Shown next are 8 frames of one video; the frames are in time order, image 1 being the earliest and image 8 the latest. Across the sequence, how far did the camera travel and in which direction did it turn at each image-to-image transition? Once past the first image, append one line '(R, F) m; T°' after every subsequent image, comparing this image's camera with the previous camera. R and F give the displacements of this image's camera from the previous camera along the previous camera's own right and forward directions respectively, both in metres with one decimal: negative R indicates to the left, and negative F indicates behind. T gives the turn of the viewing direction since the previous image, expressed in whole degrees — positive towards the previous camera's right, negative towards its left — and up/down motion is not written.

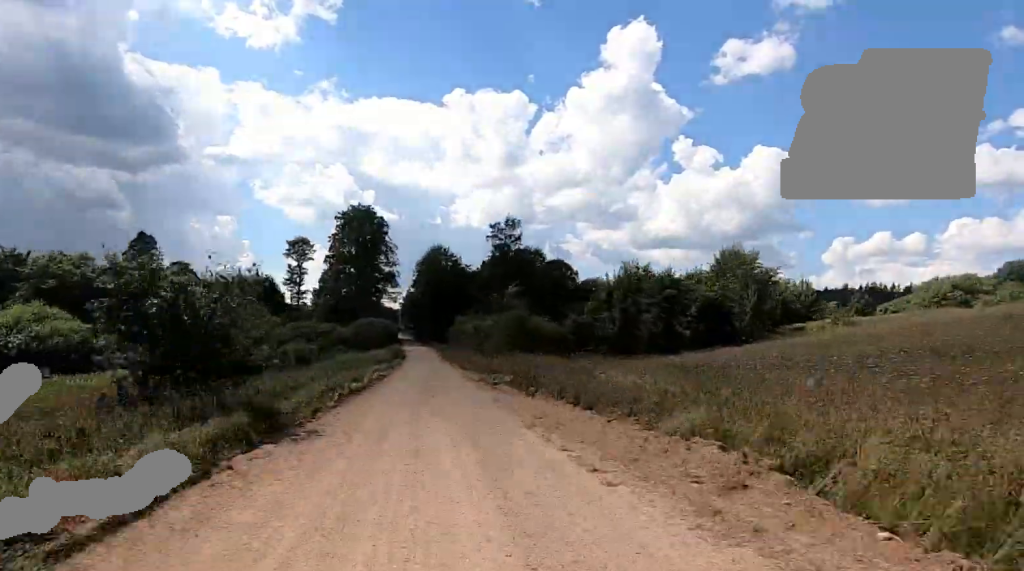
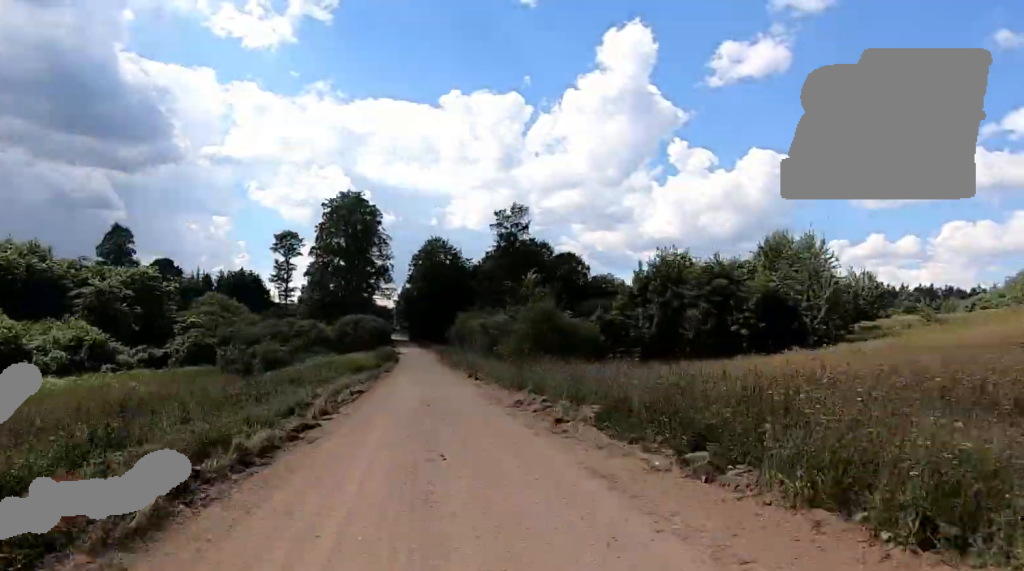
(-0.5, +11.2) m; +1°
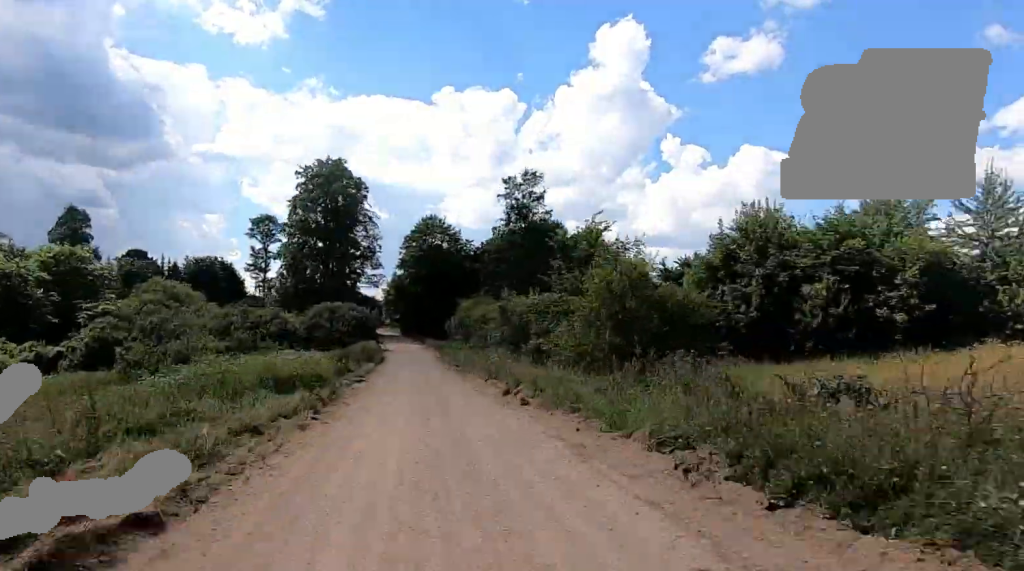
(+1.0, +16.0) m; 0°
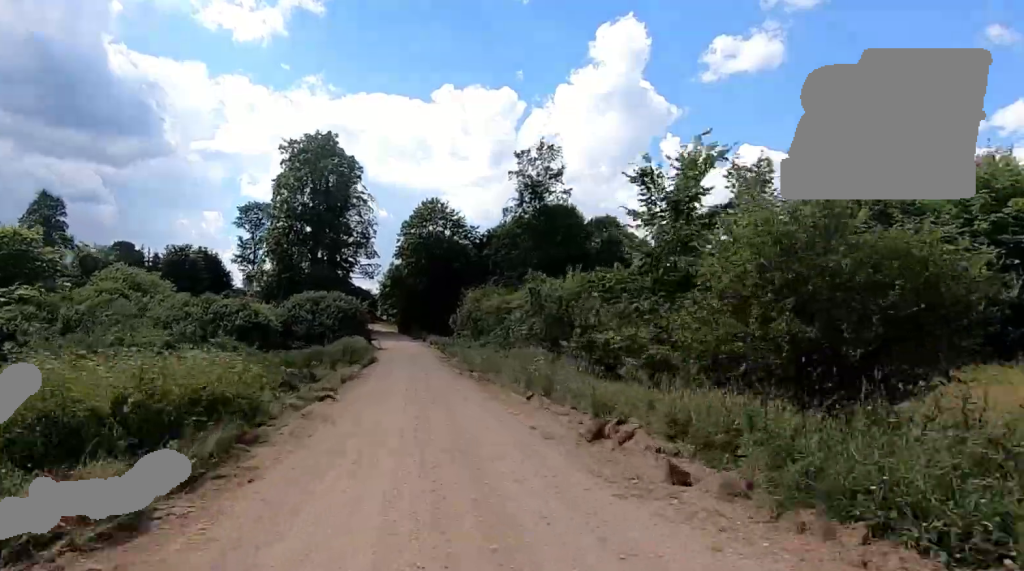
(+0.1, +9.3) m; -1°
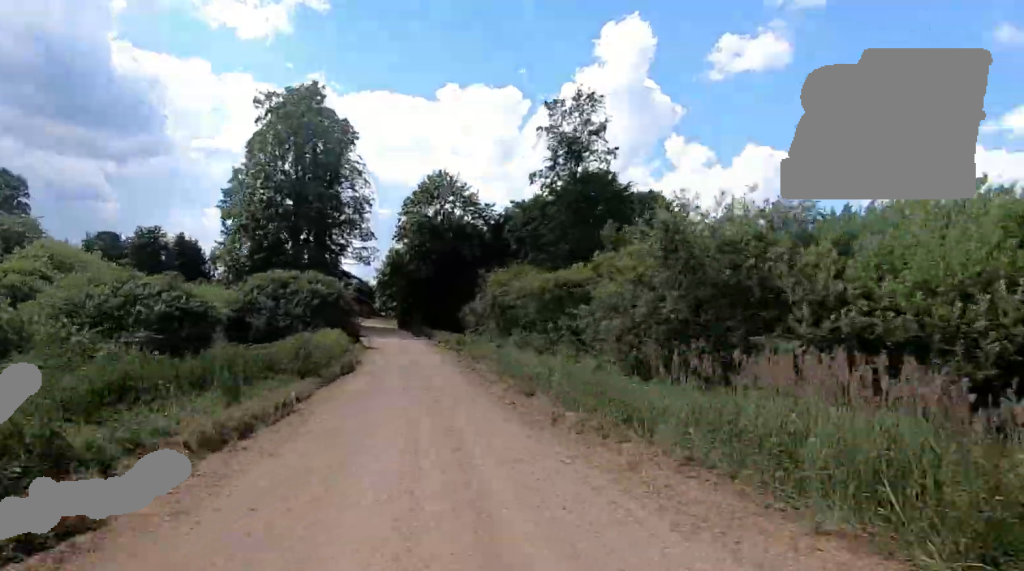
(-0.7, +13.3) m; -3°
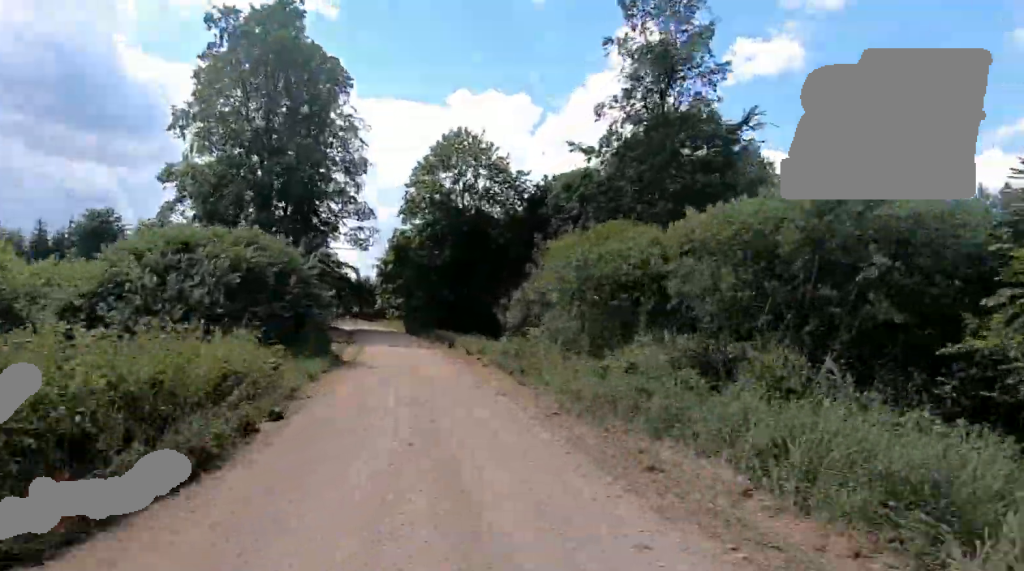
(-0.4, +16.5) m; -2°
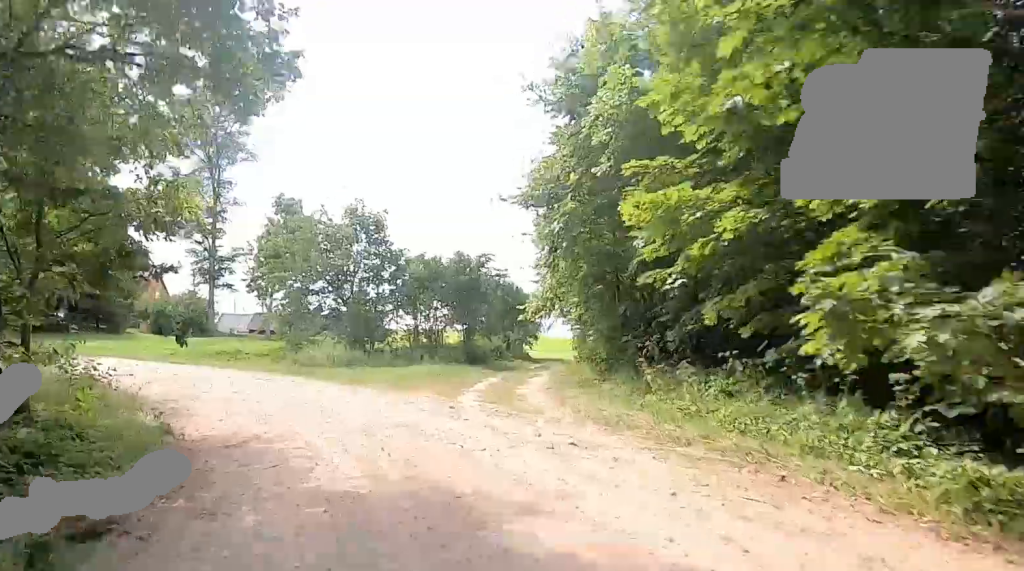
(-4.5, +51.7) m; -19°
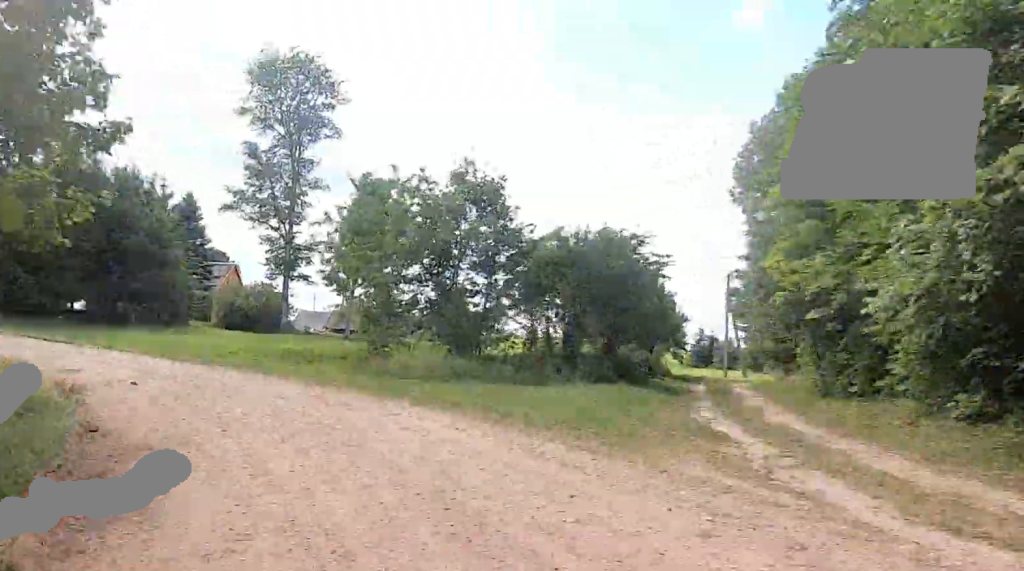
(-0.2, +7.8) m; -2°
